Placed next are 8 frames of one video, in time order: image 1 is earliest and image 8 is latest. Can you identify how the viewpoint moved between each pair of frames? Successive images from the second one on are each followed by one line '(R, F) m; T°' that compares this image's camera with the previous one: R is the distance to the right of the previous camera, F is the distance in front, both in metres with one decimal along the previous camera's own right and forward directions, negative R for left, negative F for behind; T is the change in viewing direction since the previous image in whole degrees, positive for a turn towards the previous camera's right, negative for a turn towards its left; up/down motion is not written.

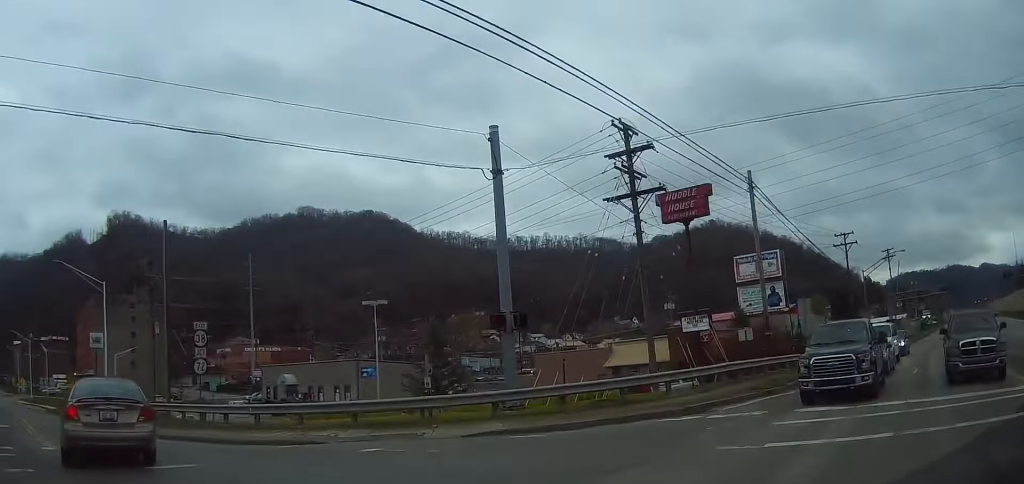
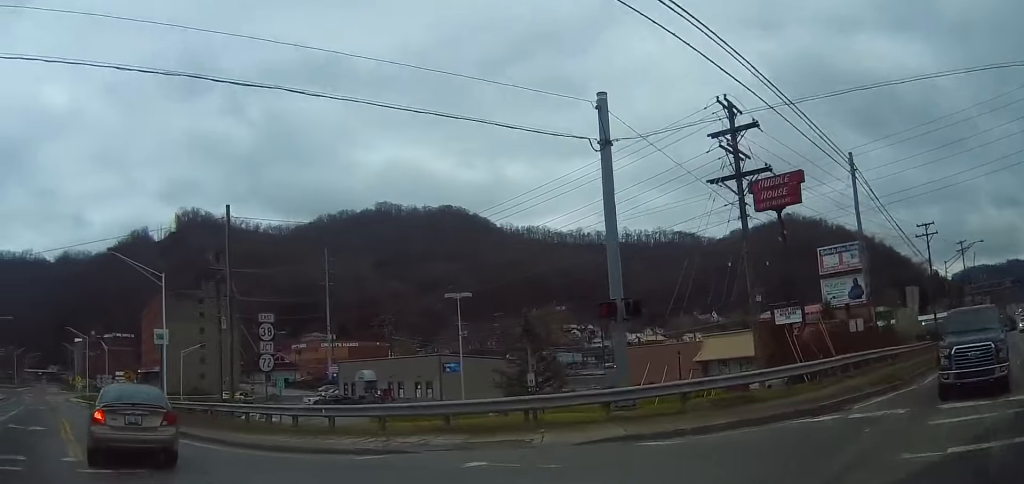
(-0.3, +2.4) m; -9°
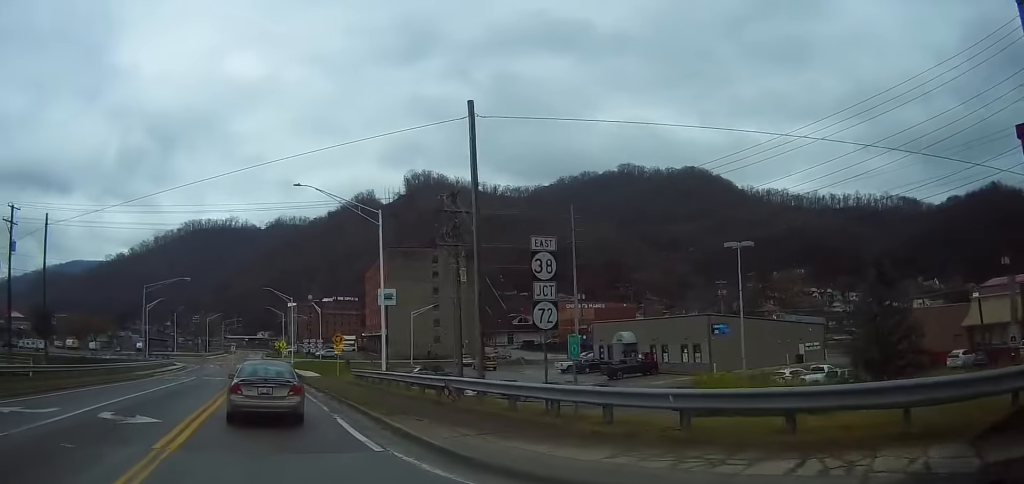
(-1.8, +8.1) m; -19°
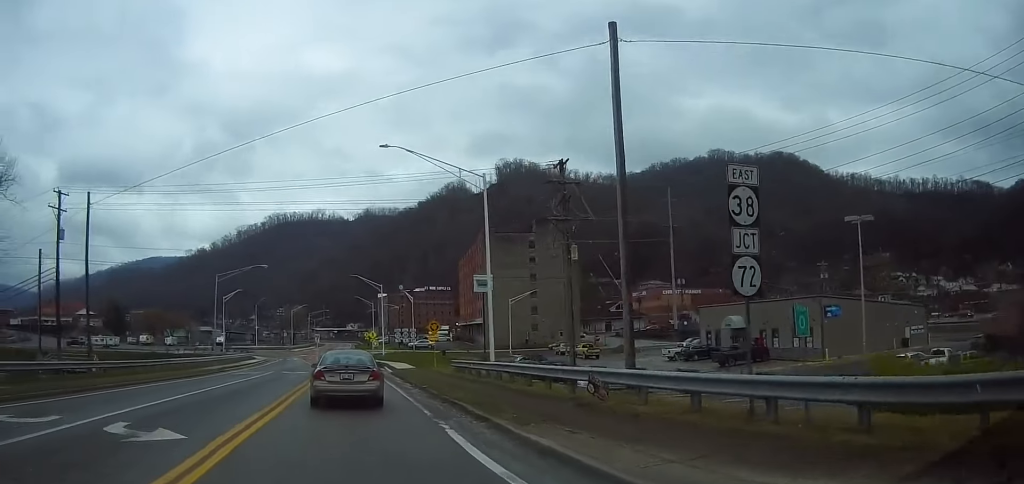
(+0.1, +4.4) m; -9°
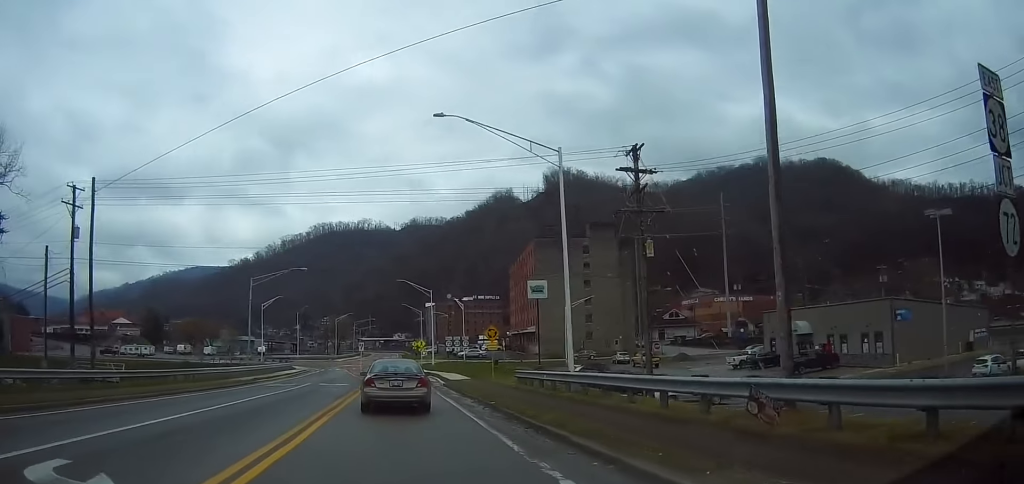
(-0.5, +4.1) m; -5°
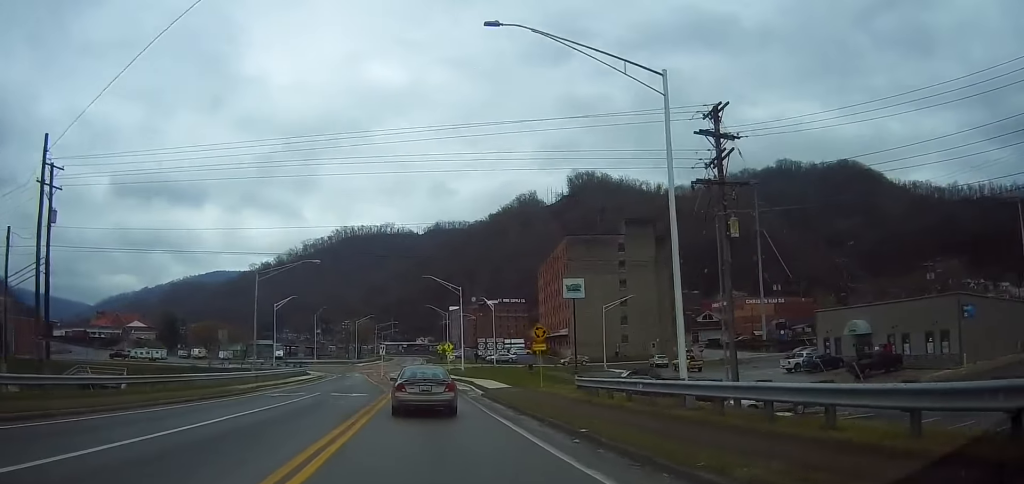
(-0.4, +6.4) m; -2°
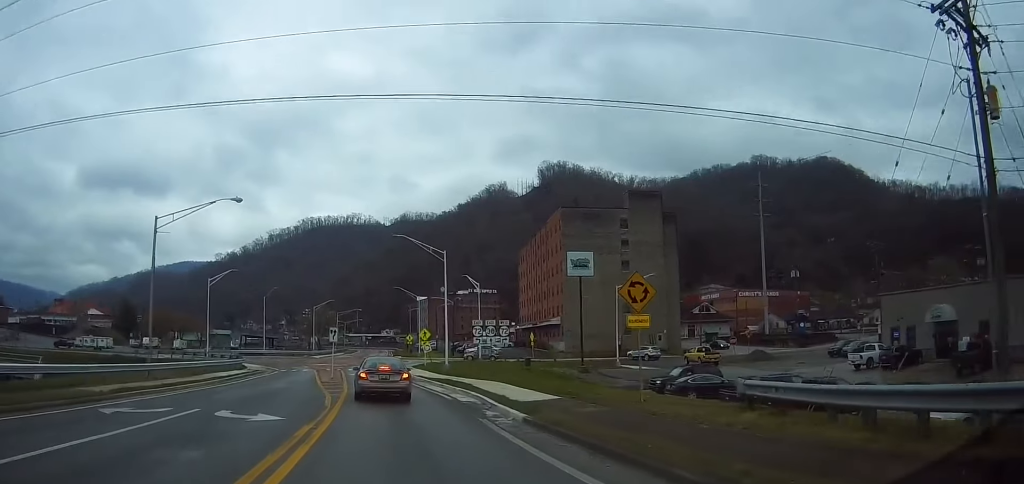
(+0.7, +16.2) m; +2°
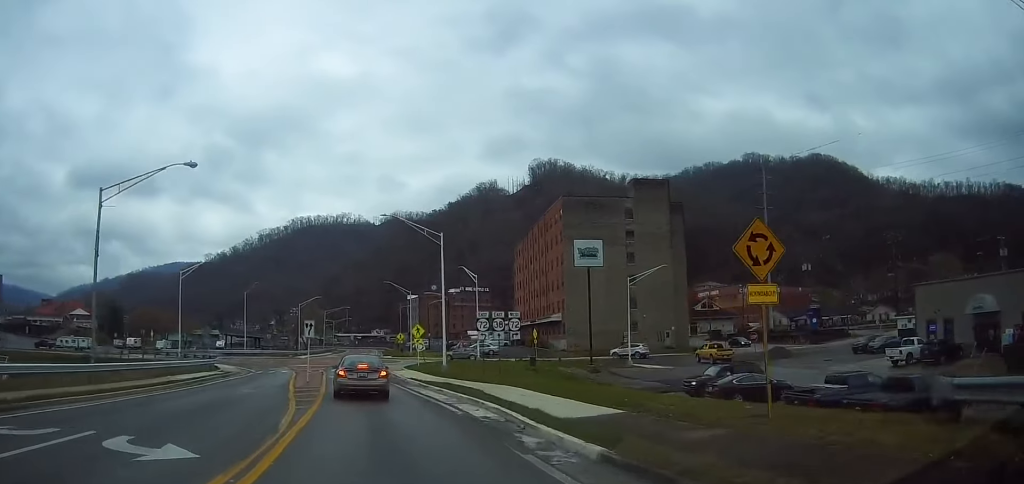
(0.0, +6.1) m; 0°
